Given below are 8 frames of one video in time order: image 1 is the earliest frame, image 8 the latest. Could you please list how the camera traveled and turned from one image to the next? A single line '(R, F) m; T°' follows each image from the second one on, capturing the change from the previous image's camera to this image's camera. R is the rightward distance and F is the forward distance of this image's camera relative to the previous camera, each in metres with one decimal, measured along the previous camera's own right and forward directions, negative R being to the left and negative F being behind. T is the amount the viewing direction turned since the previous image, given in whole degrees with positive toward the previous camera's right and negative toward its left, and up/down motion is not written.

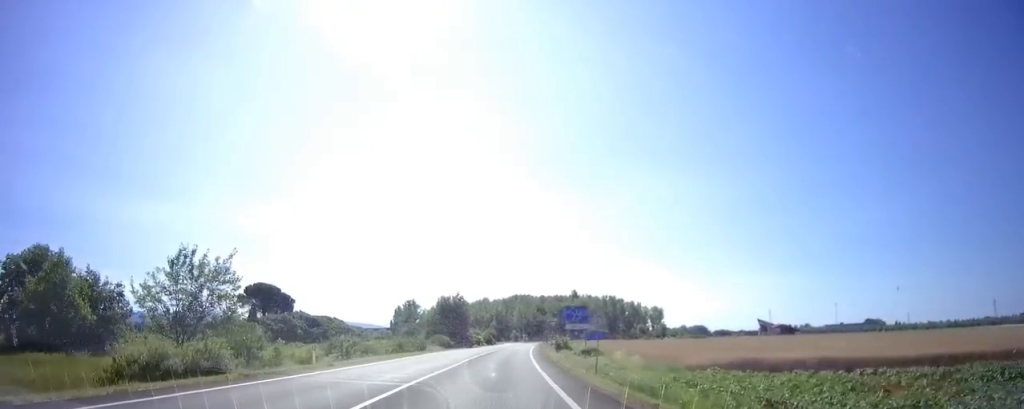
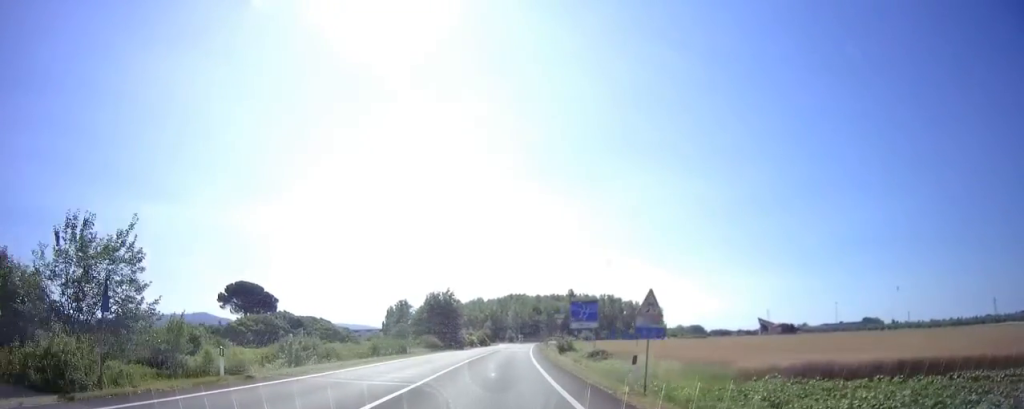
(+0.1, +7.3) m; +1°
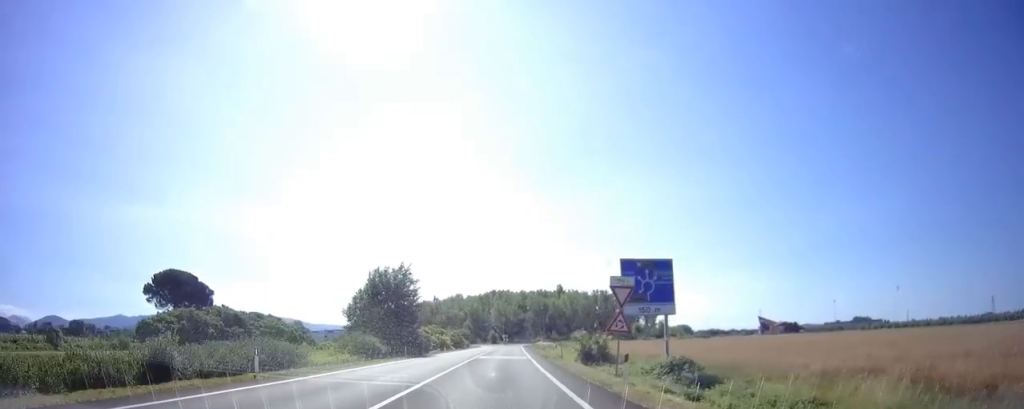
(+0.4, +23.6) m; +2°
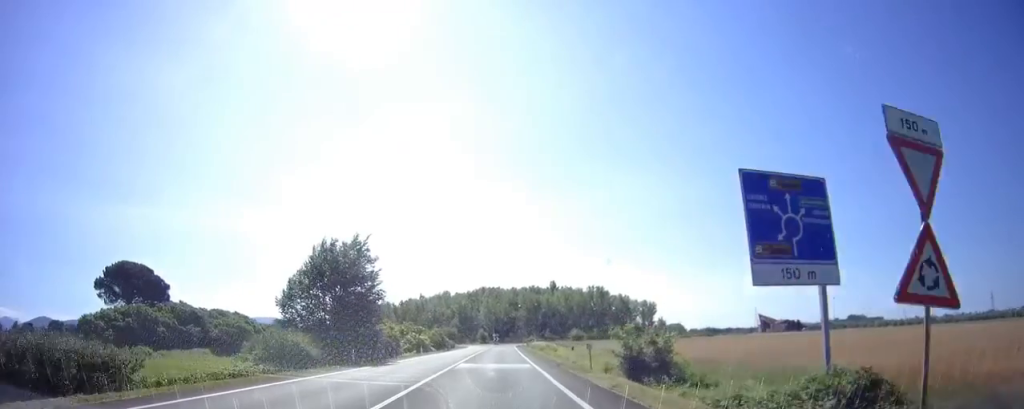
(0.0, +12.4) m; +1°
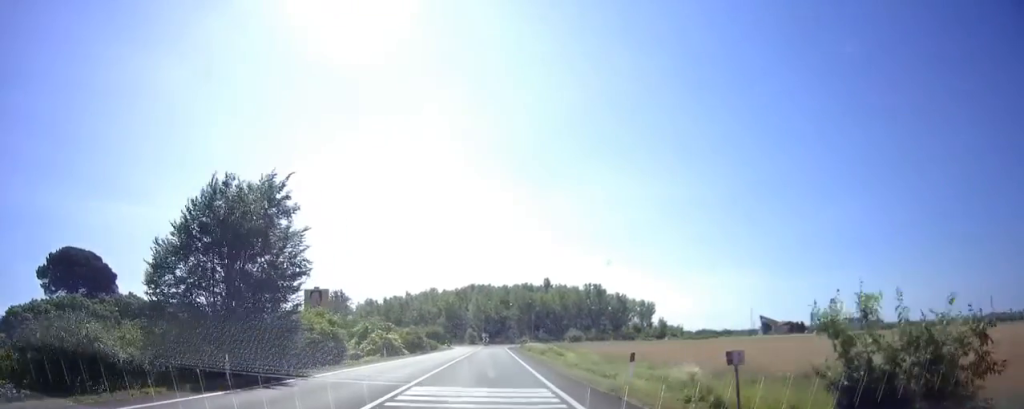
(+0.1, +12.6) m; +1°
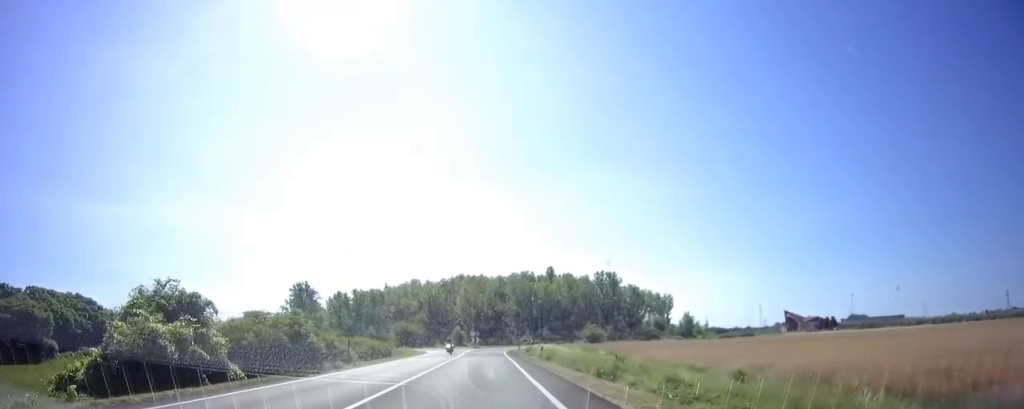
(-0.1, +31.5) m; -1°
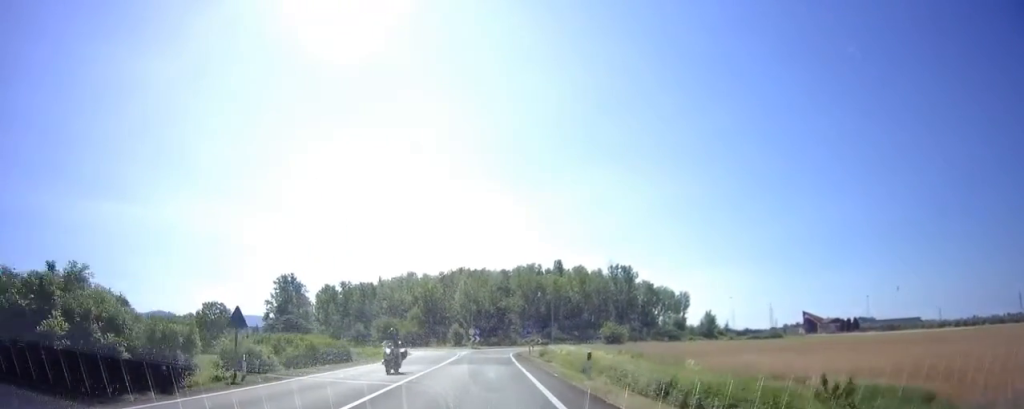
(0.0, +14.0) m; +1°
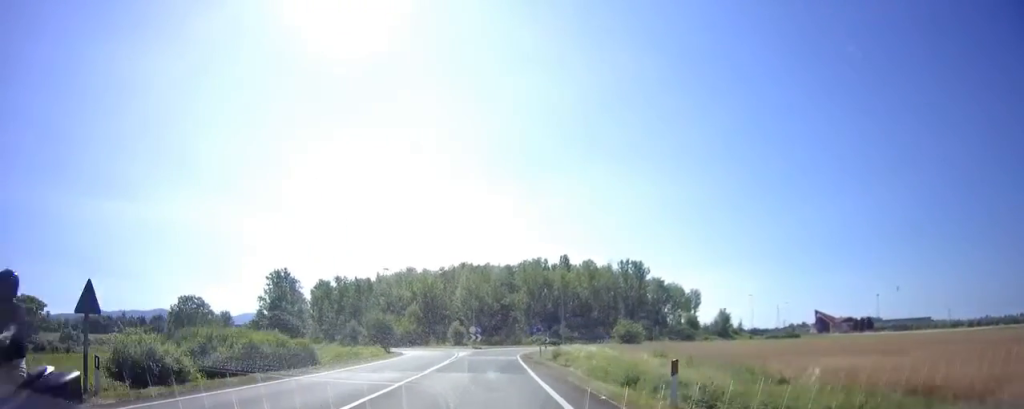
(+0.1, +7.0) m; 0°
